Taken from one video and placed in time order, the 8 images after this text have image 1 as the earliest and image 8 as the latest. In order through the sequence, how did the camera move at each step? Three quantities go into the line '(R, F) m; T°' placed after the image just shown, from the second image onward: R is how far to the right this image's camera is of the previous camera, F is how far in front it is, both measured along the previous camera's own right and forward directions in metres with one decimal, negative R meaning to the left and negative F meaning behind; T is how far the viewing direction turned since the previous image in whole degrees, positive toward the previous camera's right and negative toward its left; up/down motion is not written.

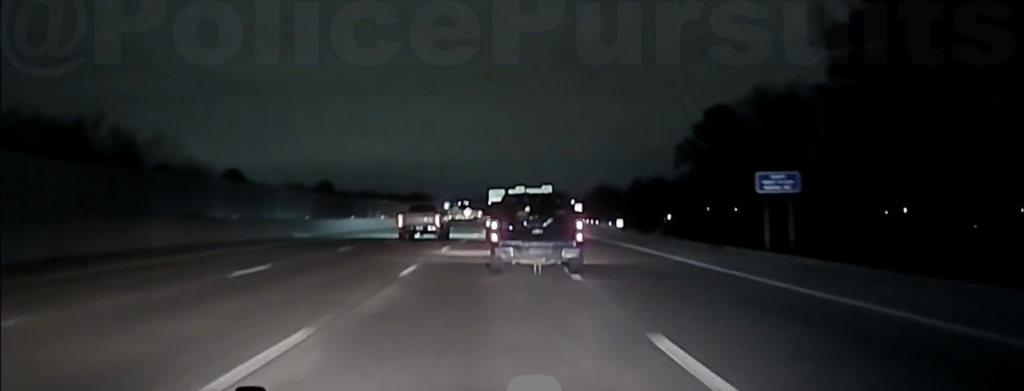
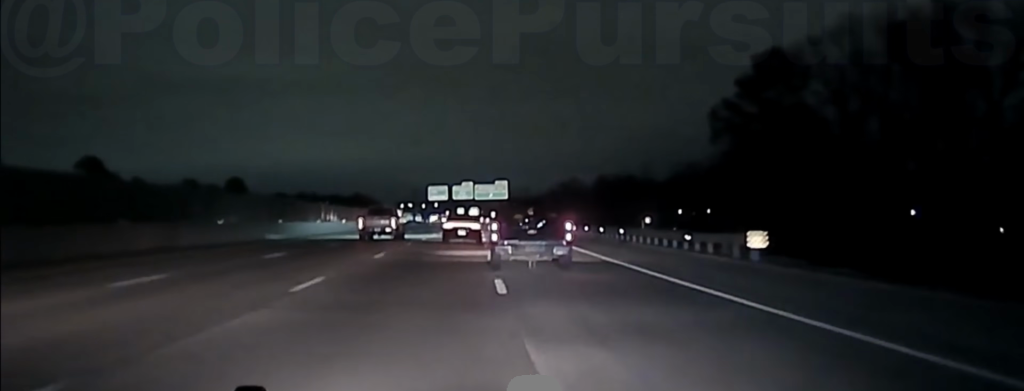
(+1.7, +49.5) m; +3°
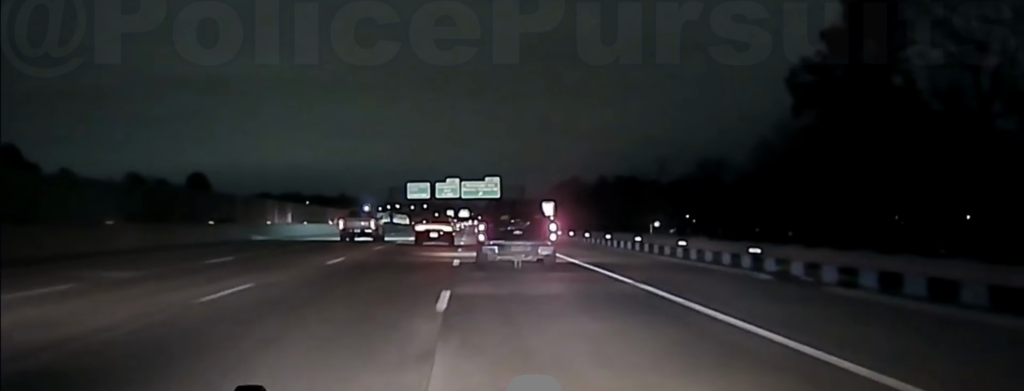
(+0.1, +26.9) m; +1°
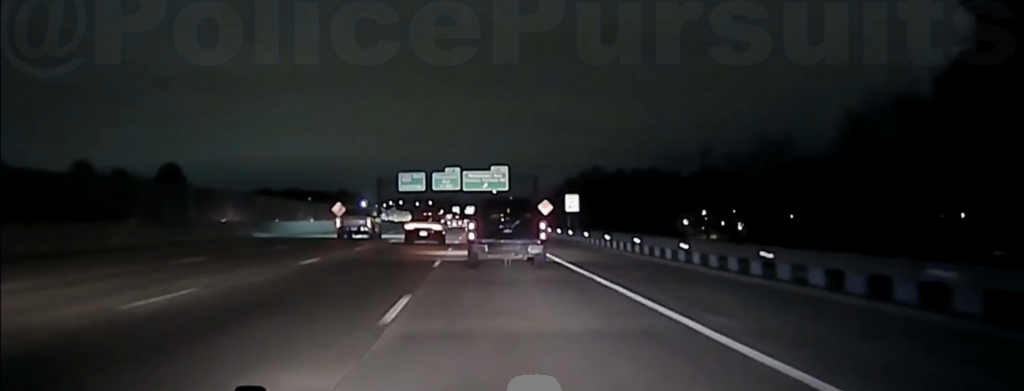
(+0.3, +29.8) m; +1°
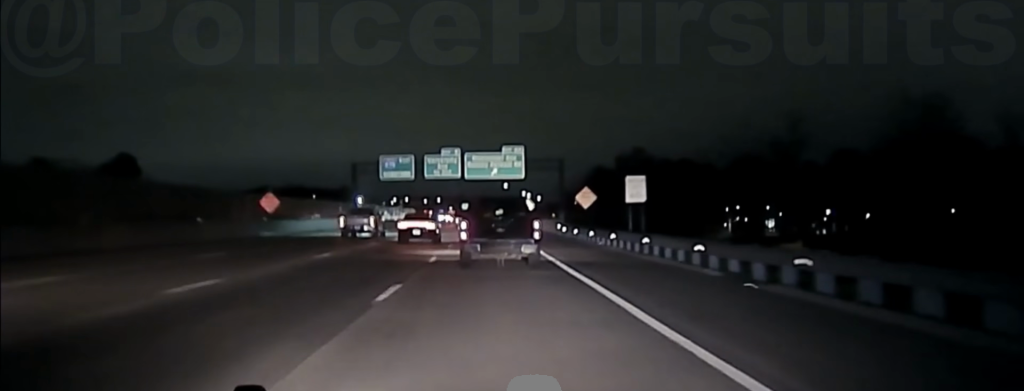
(0.0, +34.8) m; -1°
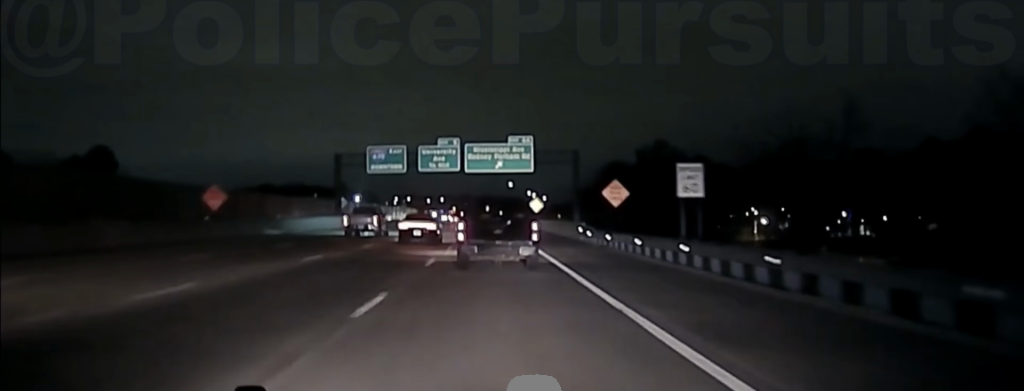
(-0.1, +12.3) m; -1°
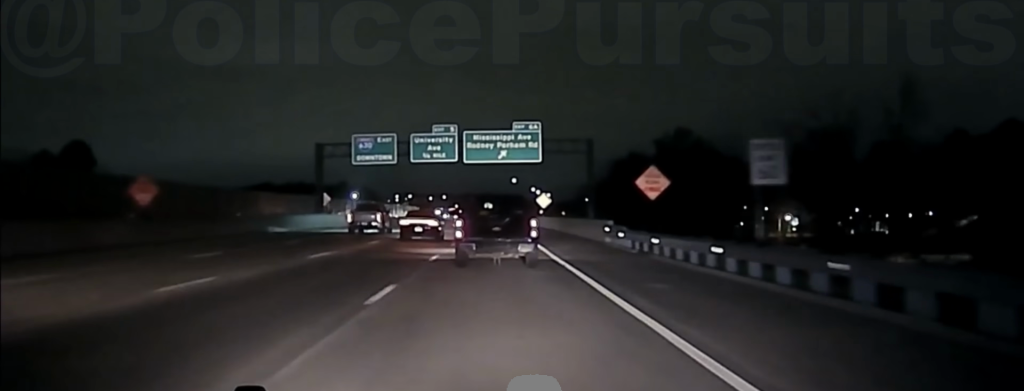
(0.0, +9.8) m; 0°
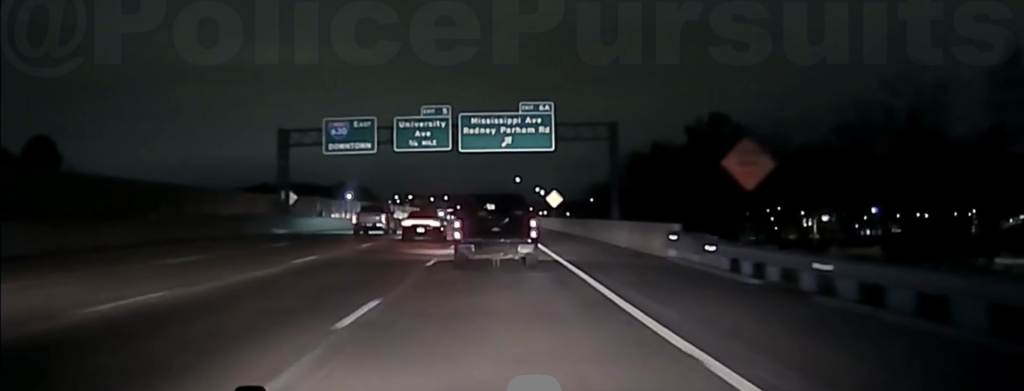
(-0.1, +13.1) m; 0°
